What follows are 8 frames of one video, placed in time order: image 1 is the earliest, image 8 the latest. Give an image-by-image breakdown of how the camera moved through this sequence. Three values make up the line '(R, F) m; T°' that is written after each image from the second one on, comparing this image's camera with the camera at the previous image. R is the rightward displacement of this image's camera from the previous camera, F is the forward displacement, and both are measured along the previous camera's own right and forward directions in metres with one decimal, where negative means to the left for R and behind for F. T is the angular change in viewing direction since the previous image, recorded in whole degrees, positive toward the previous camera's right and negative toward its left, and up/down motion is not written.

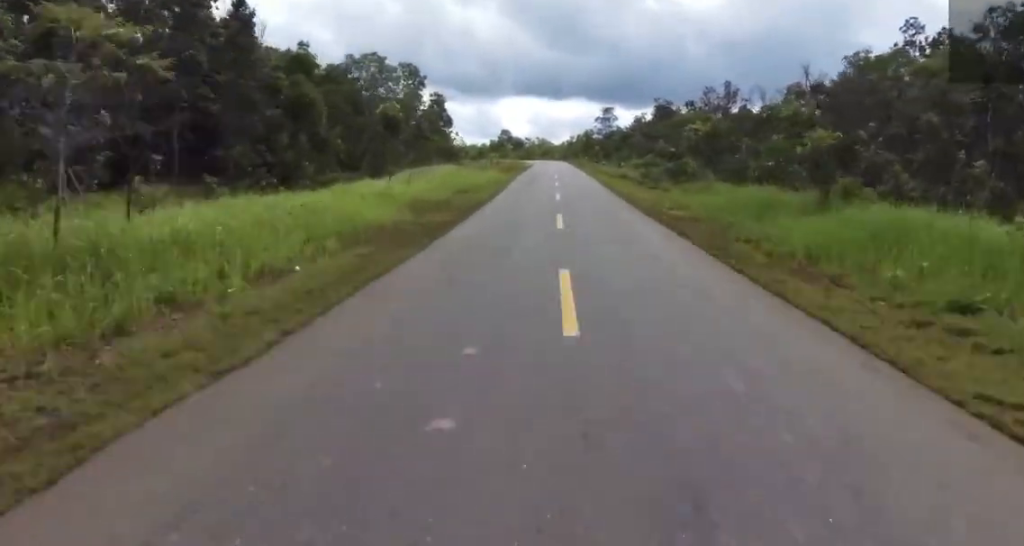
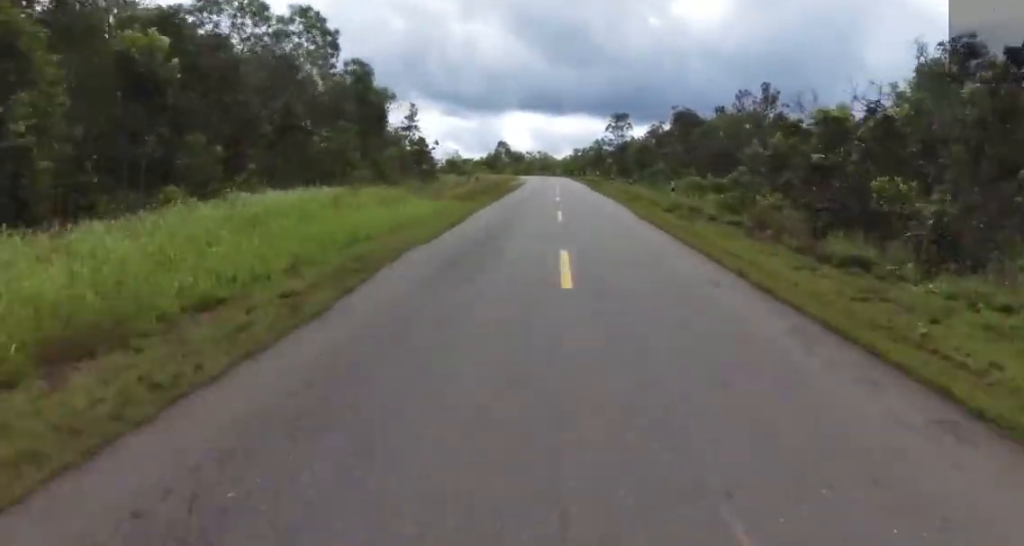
(-0.5, +21.5) m; -3°
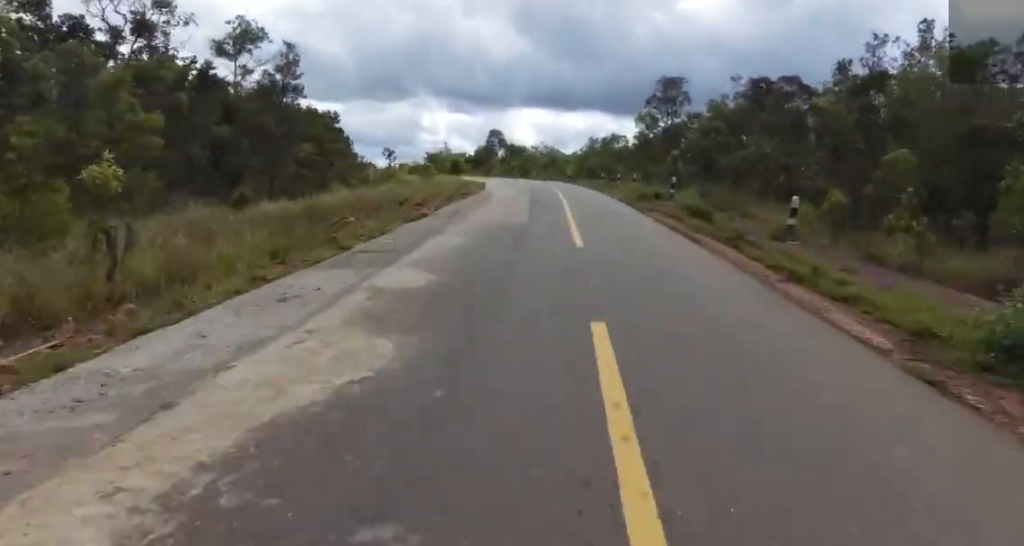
(+0.1, +44.8) m; 0°
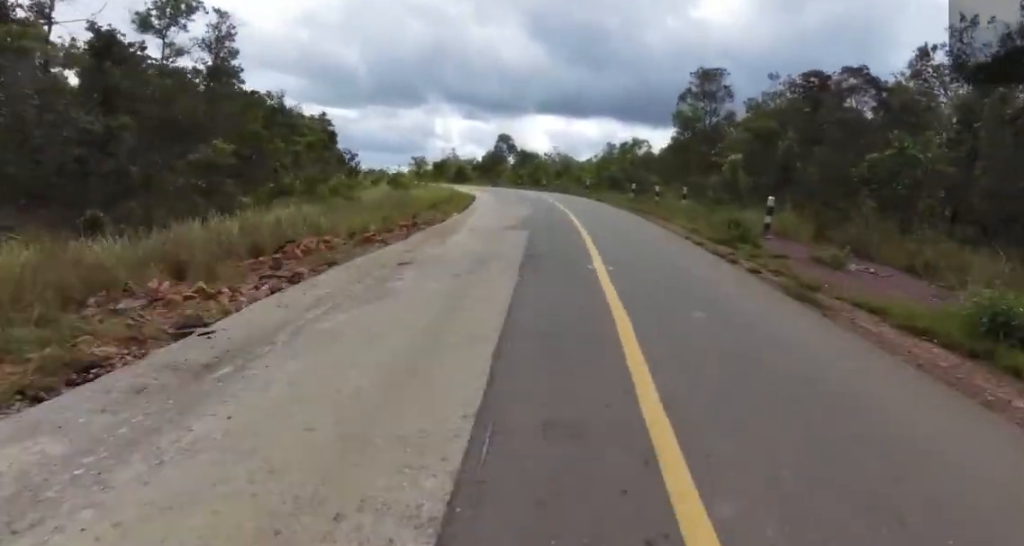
(+1.0, +11.7) m; -2°
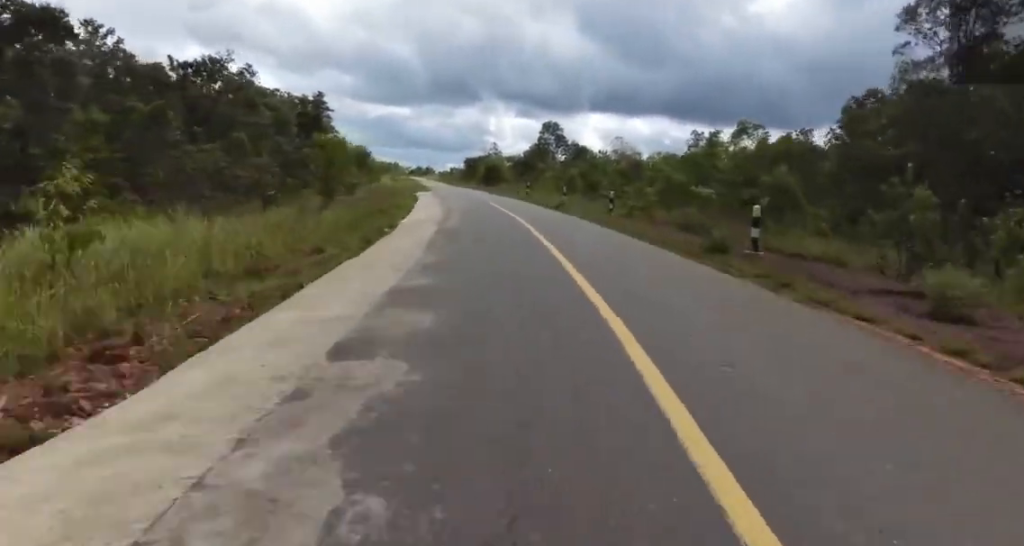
(-4.2, +31.8) m; -10°
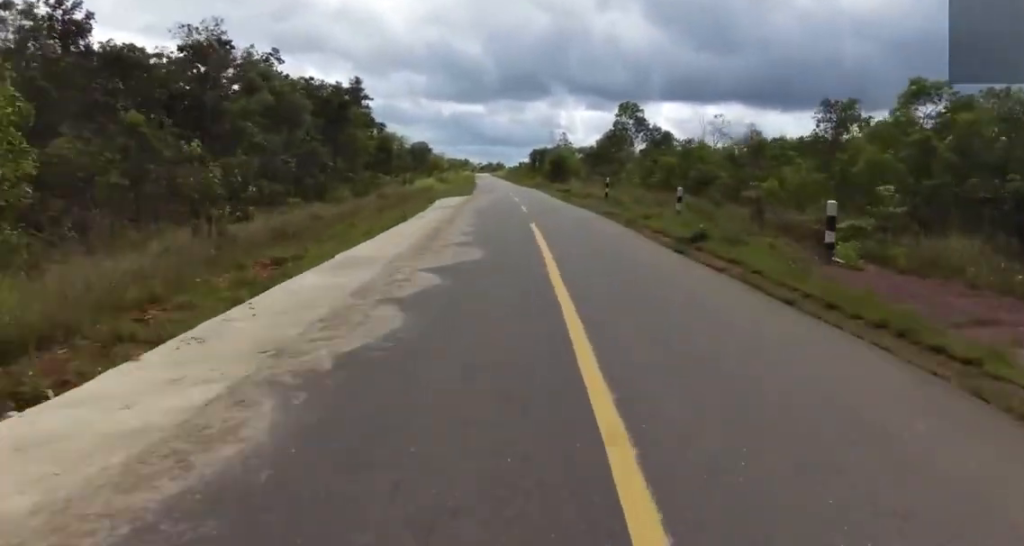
(-0.4, +18.4) m; -5°
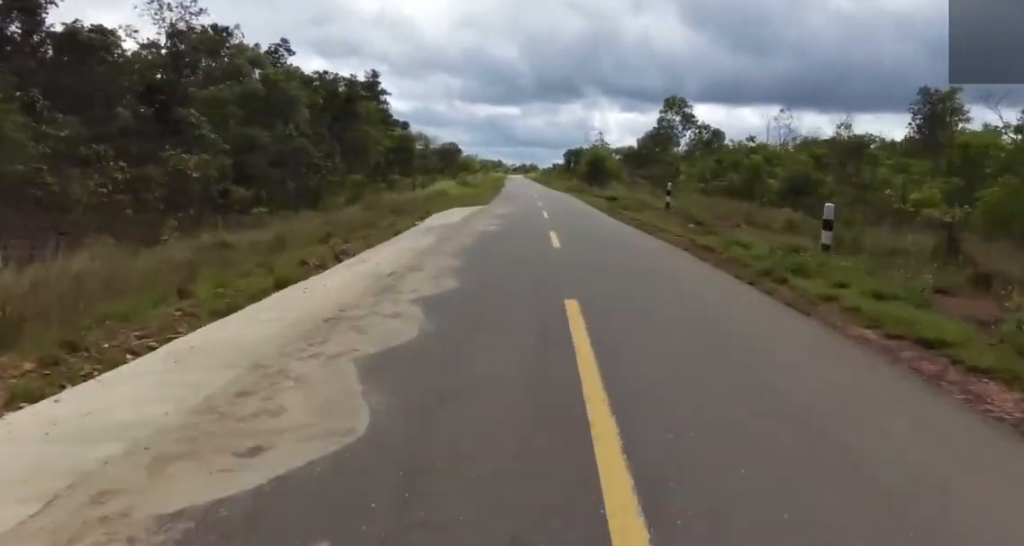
(-0.2, +9.7) m; -3°
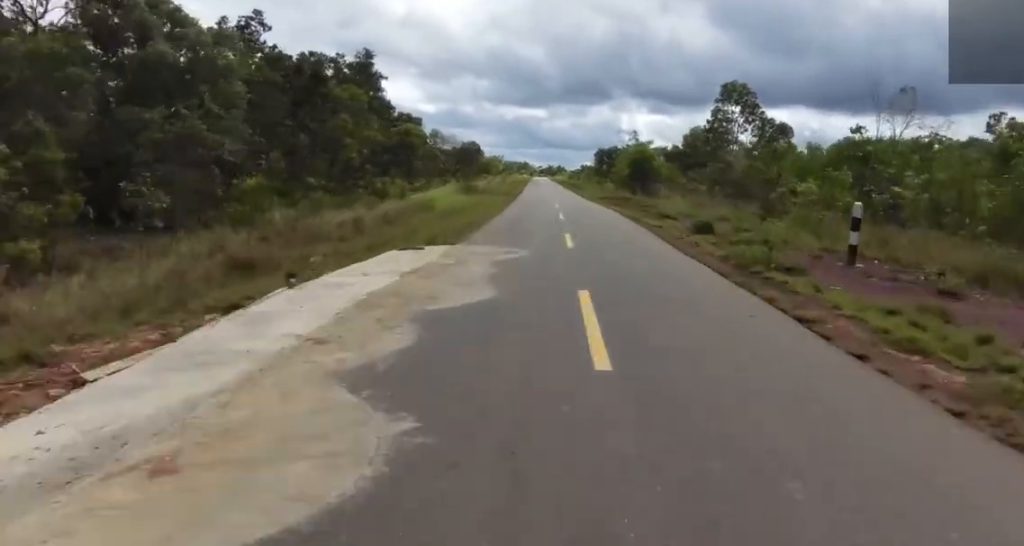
(-0.9, +15.9) m; -2°
